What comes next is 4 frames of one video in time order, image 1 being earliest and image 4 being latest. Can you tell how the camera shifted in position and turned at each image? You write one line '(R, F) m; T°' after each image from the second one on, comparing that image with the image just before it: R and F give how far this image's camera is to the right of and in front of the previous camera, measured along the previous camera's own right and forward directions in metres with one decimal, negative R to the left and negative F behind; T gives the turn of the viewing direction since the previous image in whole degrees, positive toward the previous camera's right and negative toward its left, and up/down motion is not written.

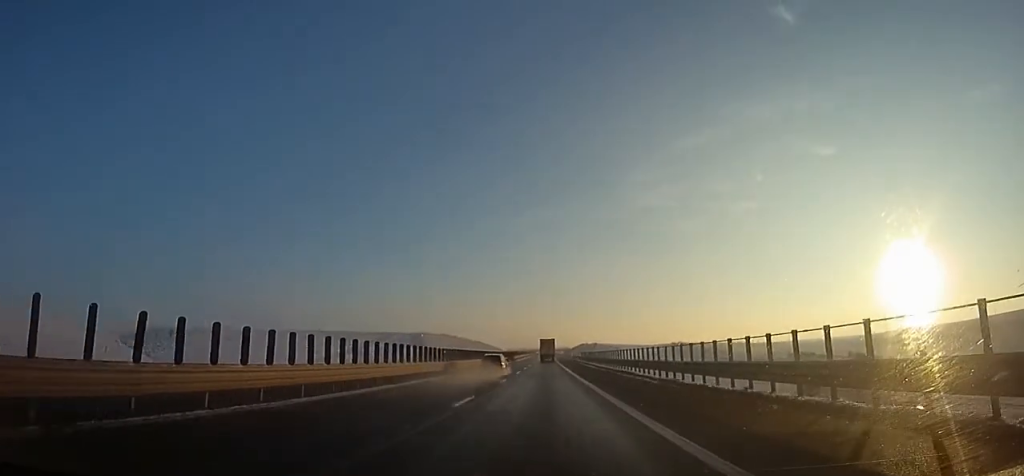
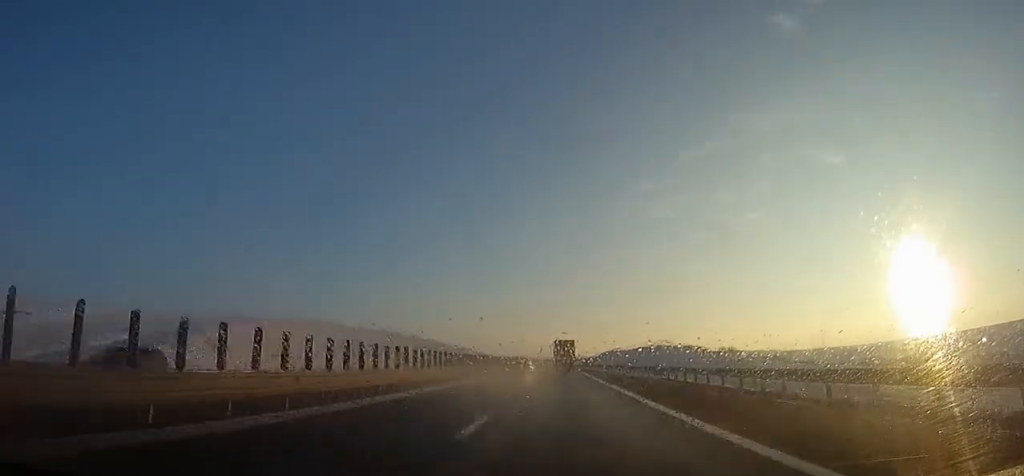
(-0.5, +115.7) m; 0°
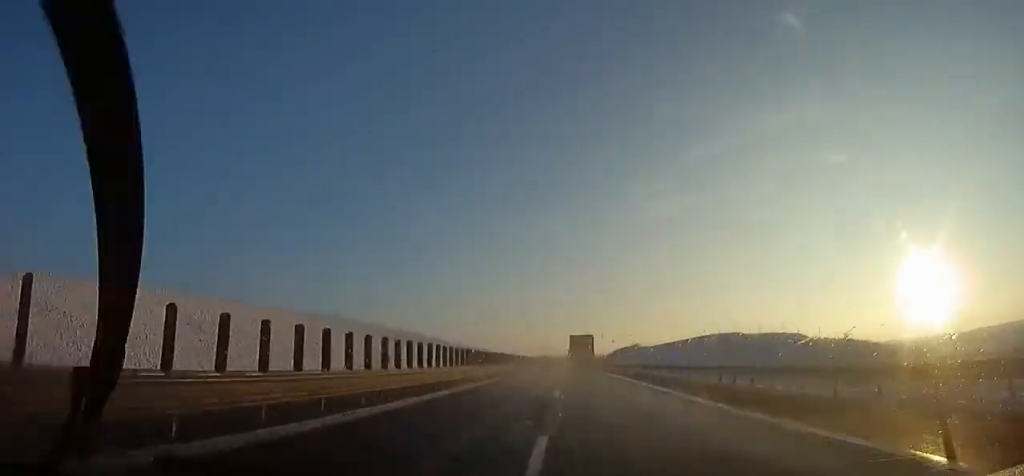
(-0.5, +39.1) m; -1°
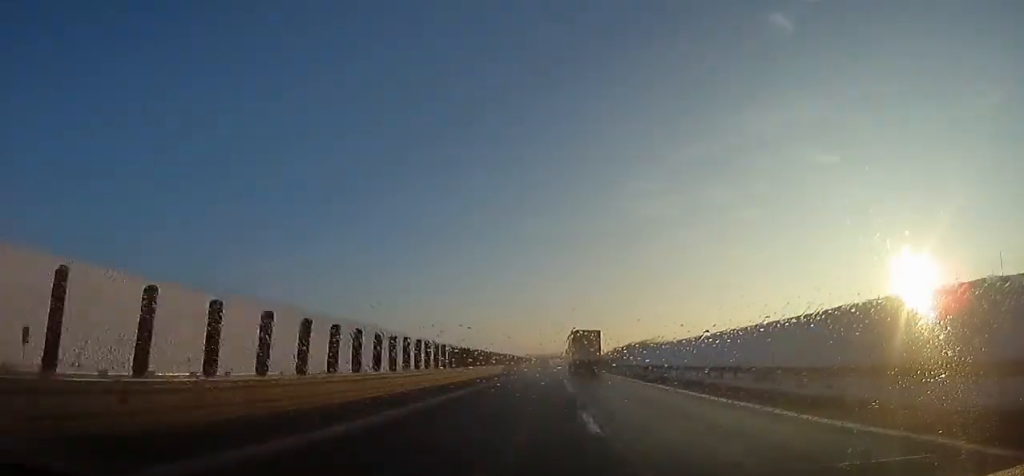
(-0.3, +44.4) m; 0°
